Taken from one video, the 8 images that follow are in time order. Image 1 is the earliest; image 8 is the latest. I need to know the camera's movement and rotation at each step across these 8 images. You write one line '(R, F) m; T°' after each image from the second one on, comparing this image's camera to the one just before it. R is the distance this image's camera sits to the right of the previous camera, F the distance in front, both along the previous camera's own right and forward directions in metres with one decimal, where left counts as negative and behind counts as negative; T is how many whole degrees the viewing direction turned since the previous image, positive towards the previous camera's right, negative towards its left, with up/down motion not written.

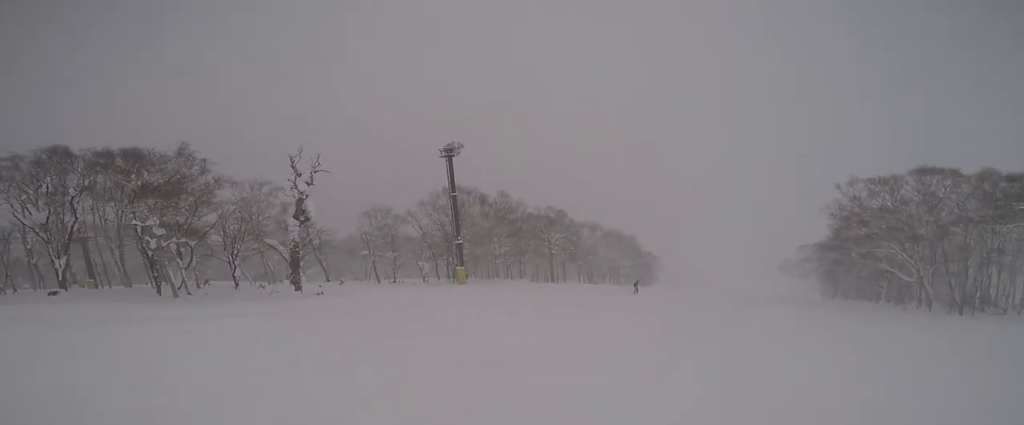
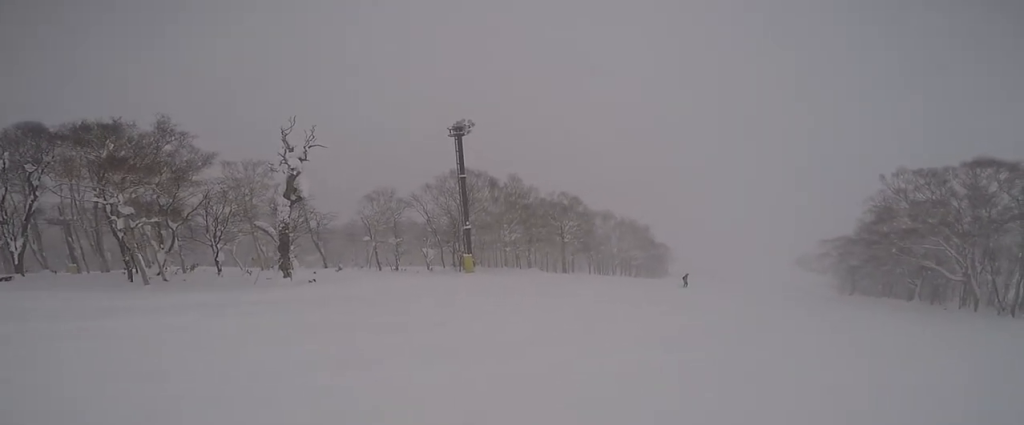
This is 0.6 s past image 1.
(-0.1, +3.3) m; +6°
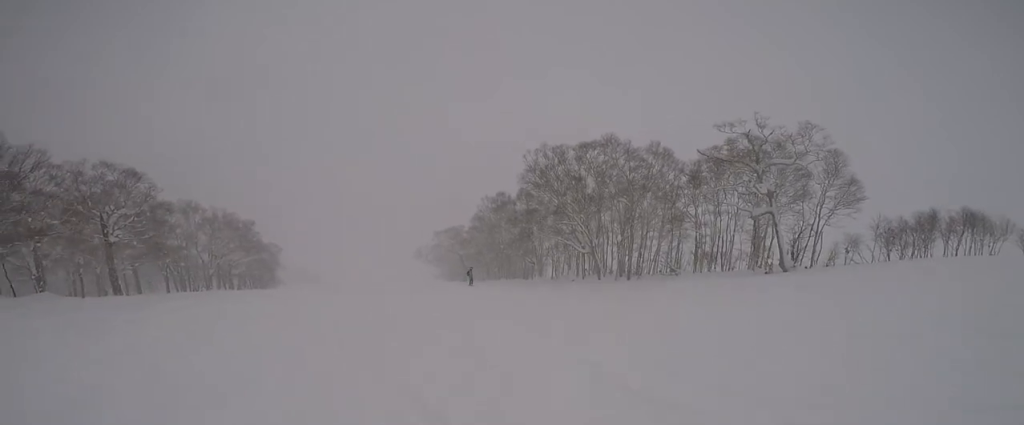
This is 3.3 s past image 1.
(+7.7, +11.6) m; +57°
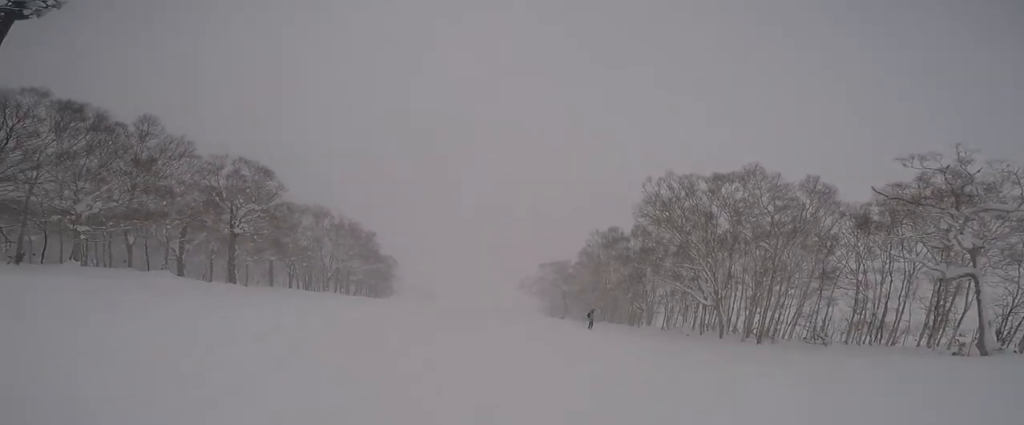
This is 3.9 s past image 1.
(0.0, +3.7) m; -12°
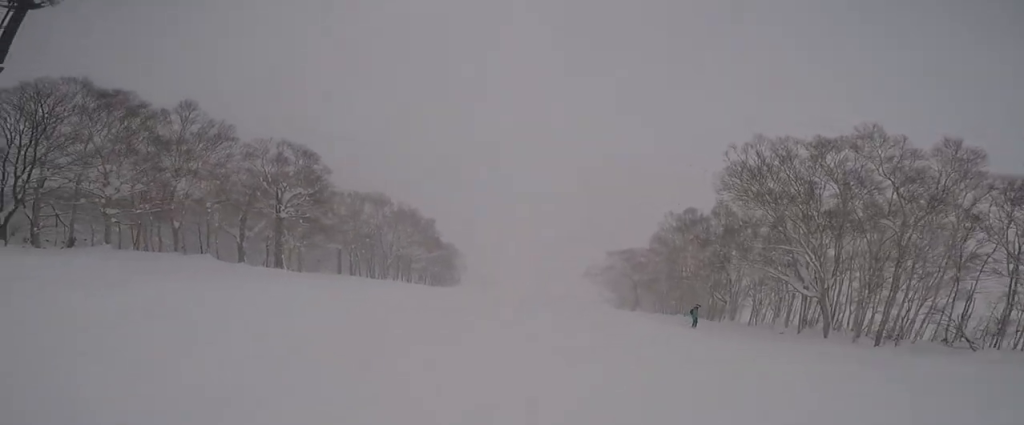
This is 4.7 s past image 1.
(-0.3, +3.6) m; -19°
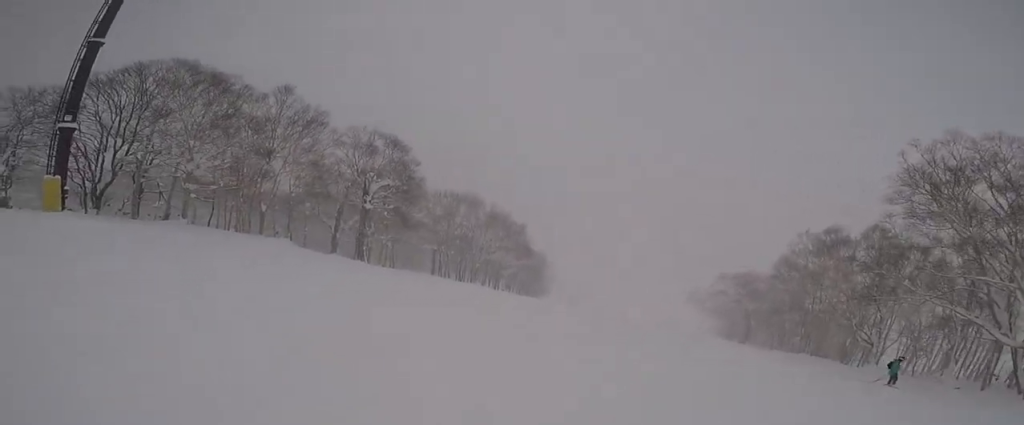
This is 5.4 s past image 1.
(-1.4, +3.5) m; -18°
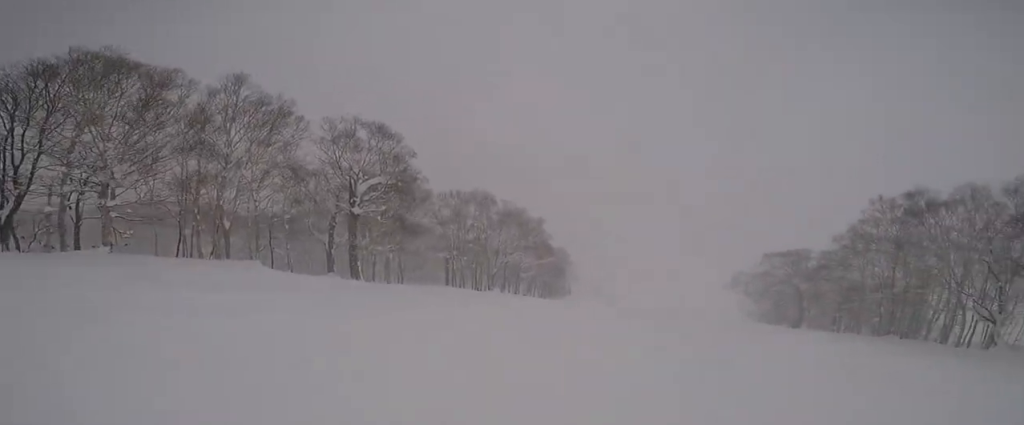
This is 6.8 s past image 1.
(-0.1, +6.0) m; -1°
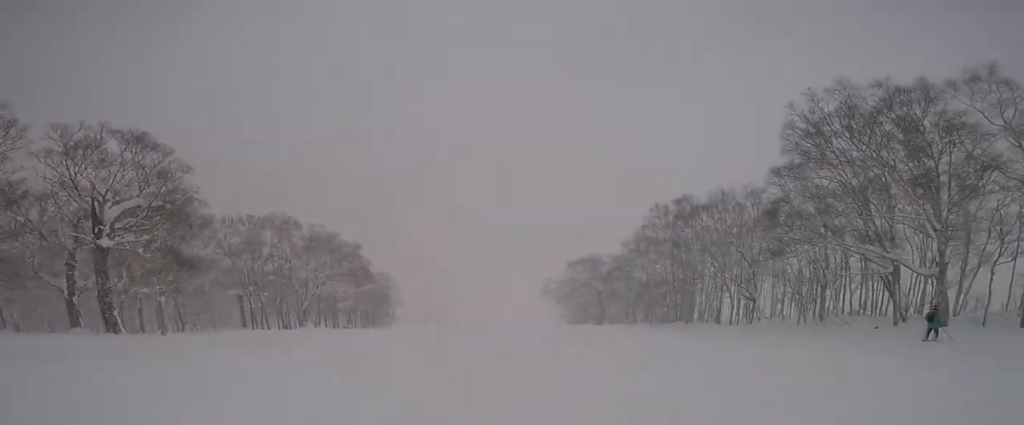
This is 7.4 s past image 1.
(-0.5, +2.4) m; +4°
